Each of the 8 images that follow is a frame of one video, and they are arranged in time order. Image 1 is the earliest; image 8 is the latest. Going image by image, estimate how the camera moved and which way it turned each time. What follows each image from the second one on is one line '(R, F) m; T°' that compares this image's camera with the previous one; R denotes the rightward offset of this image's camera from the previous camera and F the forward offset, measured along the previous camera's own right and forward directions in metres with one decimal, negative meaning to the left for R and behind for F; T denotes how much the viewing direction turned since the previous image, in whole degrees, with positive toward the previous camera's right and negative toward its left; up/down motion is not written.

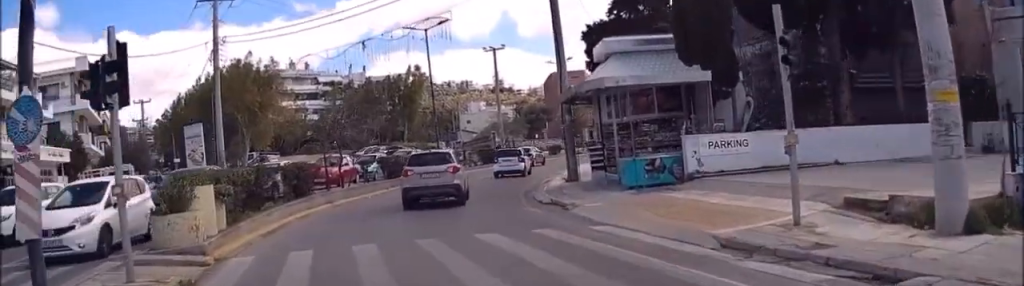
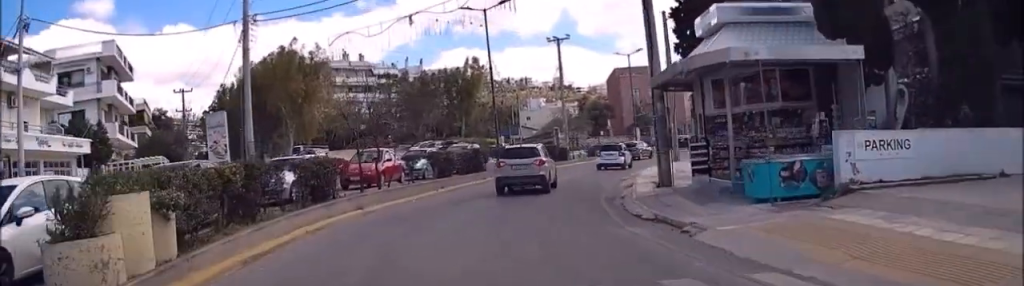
(-0.2, +4.7) m; -6°
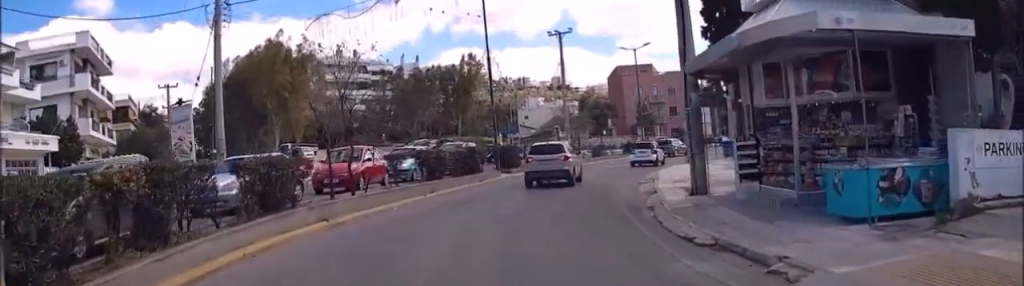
(-0.2, +3.5) m; -2°
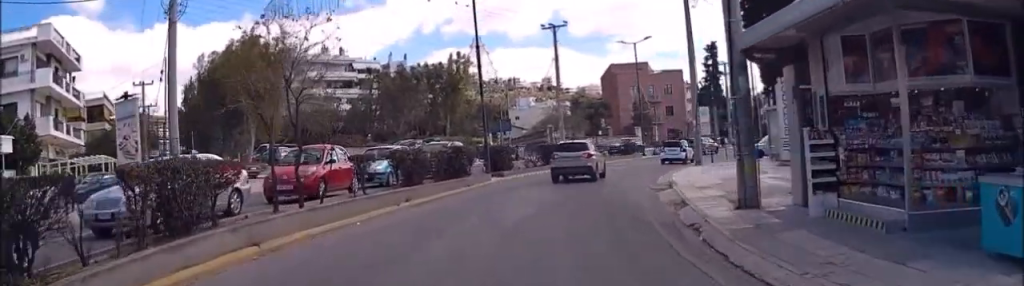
(-0.1, +3.7) m; 0°
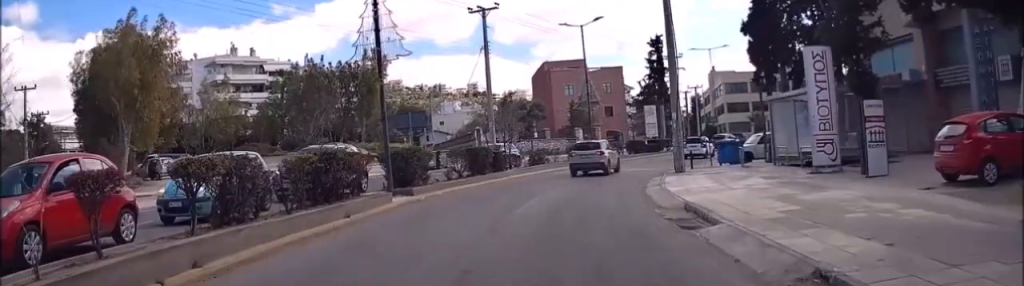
(+0.3, +9.3) m; +5°
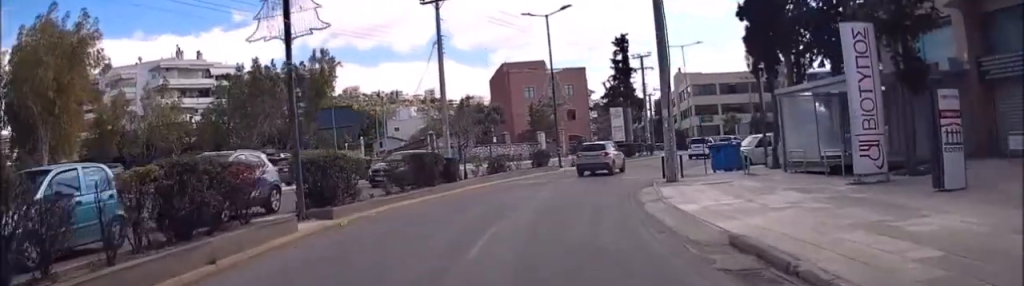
(+0.1, +4.8) m; +2°
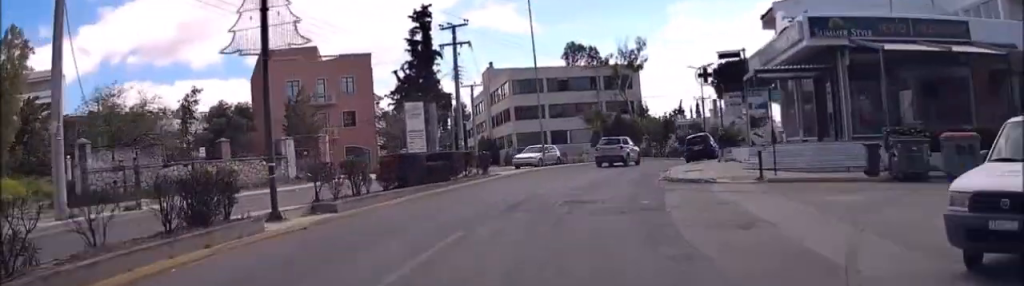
(+2.8, +23.2) m; +16°
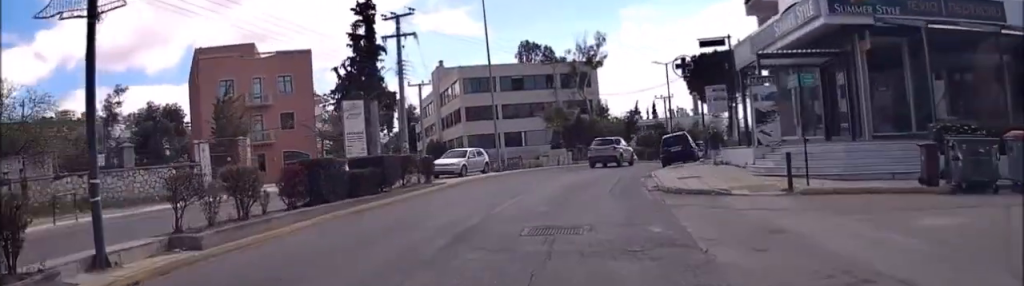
(0.0, +4.7) m; +4°
